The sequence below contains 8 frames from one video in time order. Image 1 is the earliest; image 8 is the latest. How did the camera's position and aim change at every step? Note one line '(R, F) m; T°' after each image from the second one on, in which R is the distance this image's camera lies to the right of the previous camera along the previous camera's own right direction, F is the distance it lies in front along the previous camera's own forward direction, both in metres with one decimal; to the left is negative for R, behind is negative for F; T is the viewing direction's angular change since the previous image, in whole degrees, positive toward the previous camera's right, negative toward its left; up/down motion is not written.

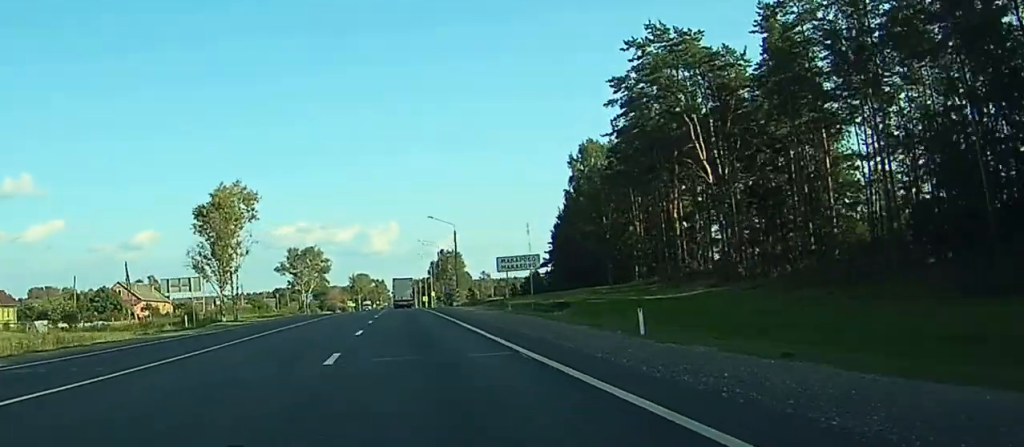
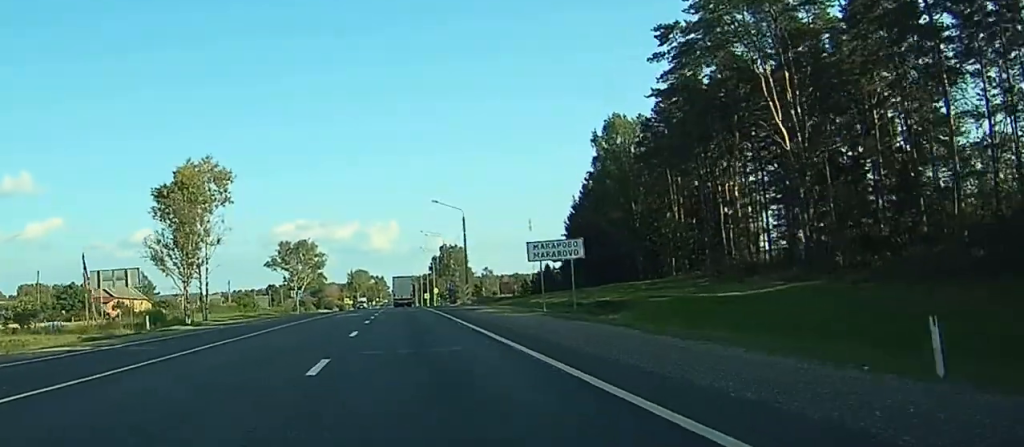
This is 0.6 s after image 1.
(0.0, +14.6) m; 0°
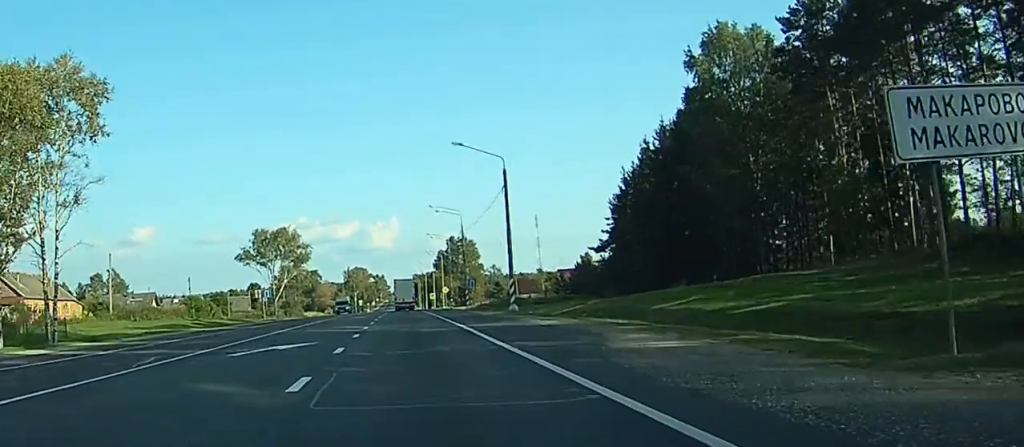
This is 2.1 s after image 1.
(0.0, +34.8) m; 0°
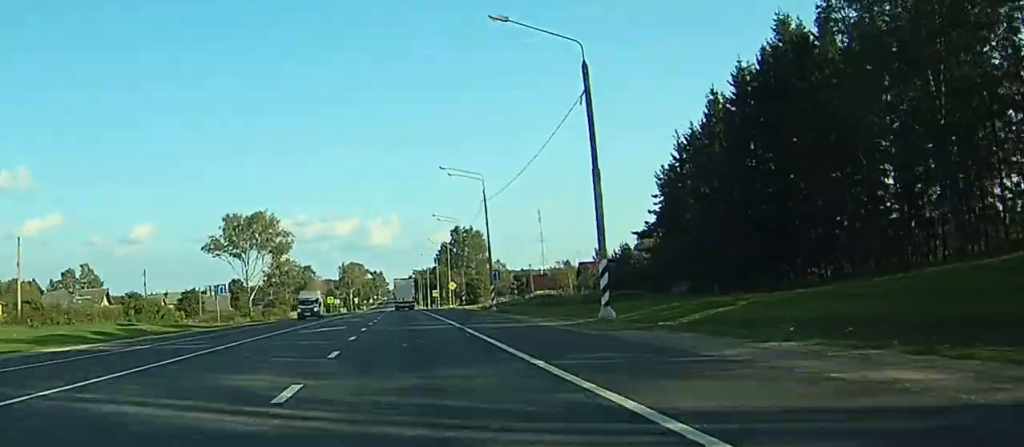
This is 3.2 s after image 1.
(-0.1, +25.4) m; 0°
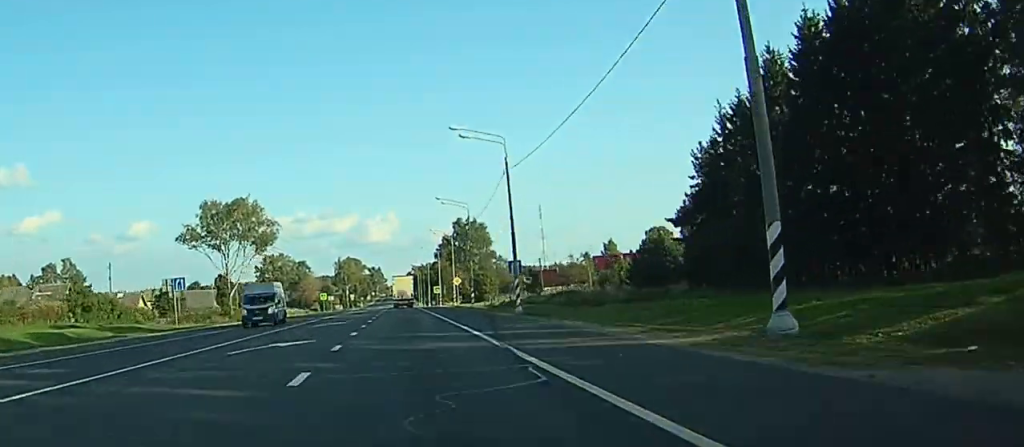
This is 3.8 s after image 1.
(0.0, +14.4) m; +1°
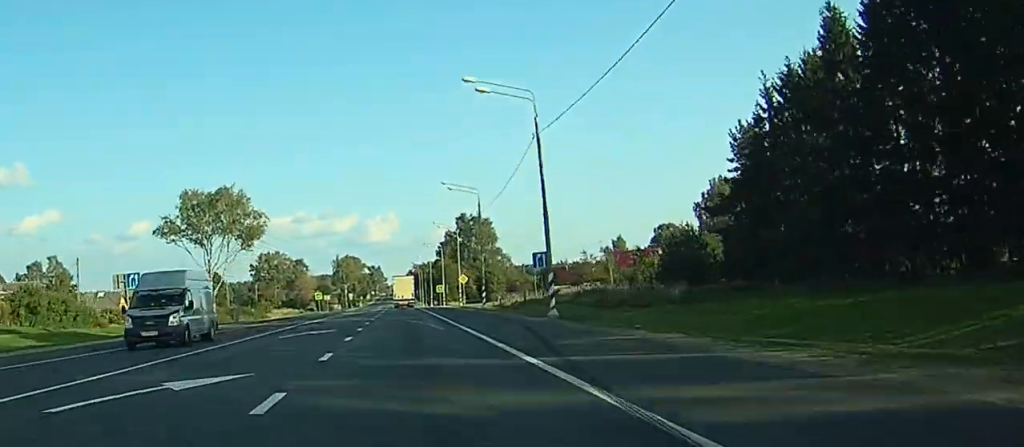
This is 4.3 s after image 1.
(-0.1, +11.2) m; +1°
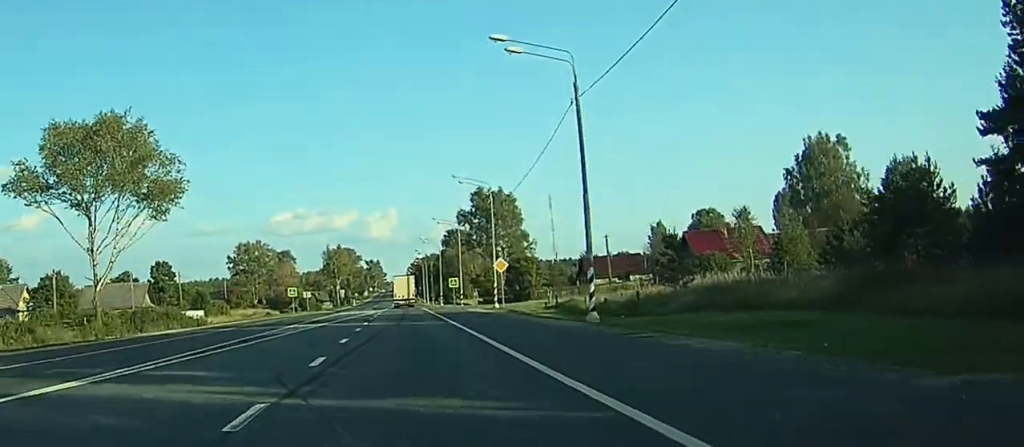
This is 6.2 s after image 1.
(-0.3, +41.4) m; -4°
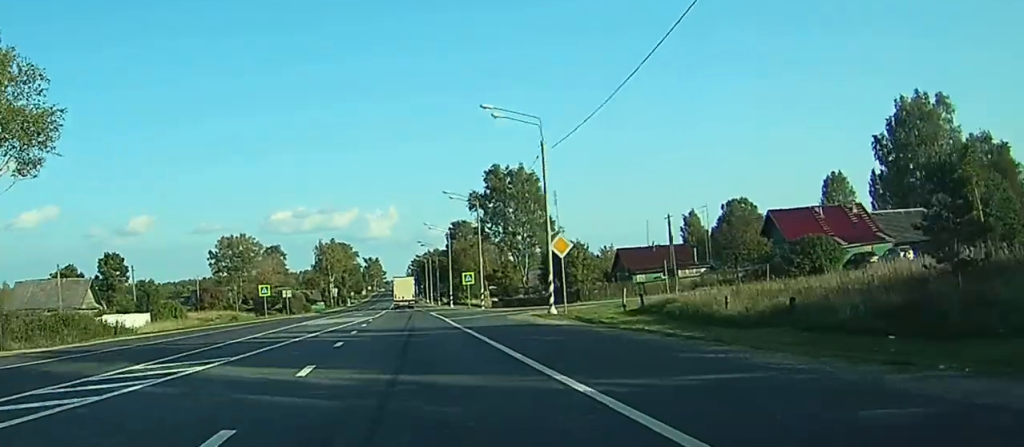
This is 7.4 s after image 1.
(-0.4, +26.0) m; 0°
